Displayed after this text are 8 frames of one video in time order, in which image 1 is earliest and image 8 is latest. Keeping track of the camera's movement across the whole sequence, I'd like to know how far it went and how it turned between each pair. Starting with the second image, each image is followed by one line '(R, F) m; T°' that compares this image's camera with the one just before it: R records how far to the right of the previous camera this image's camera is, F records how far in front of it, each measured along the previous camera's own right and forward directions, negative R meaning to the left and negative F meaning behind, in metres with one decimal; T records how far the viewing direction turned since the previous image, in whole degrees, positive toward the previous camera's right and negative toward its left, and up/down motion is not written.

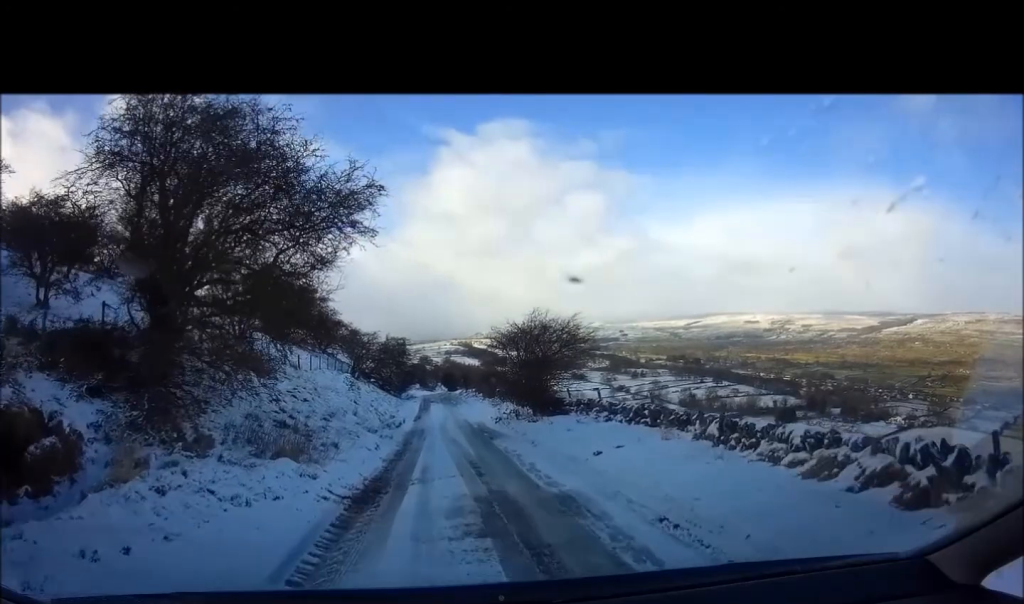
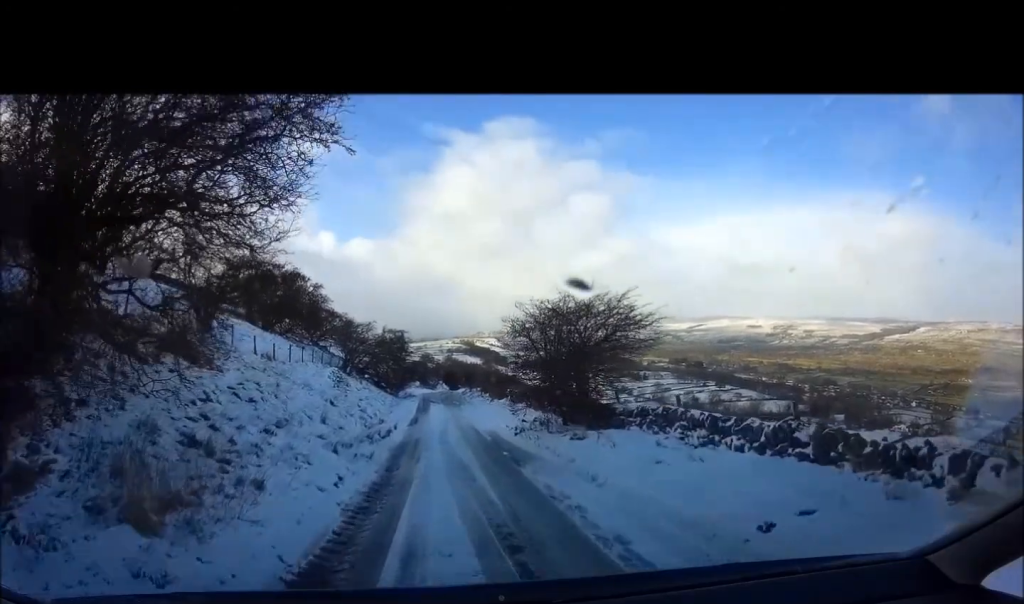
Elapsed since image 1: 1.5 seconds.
(0.0, +4.9) m; +1°
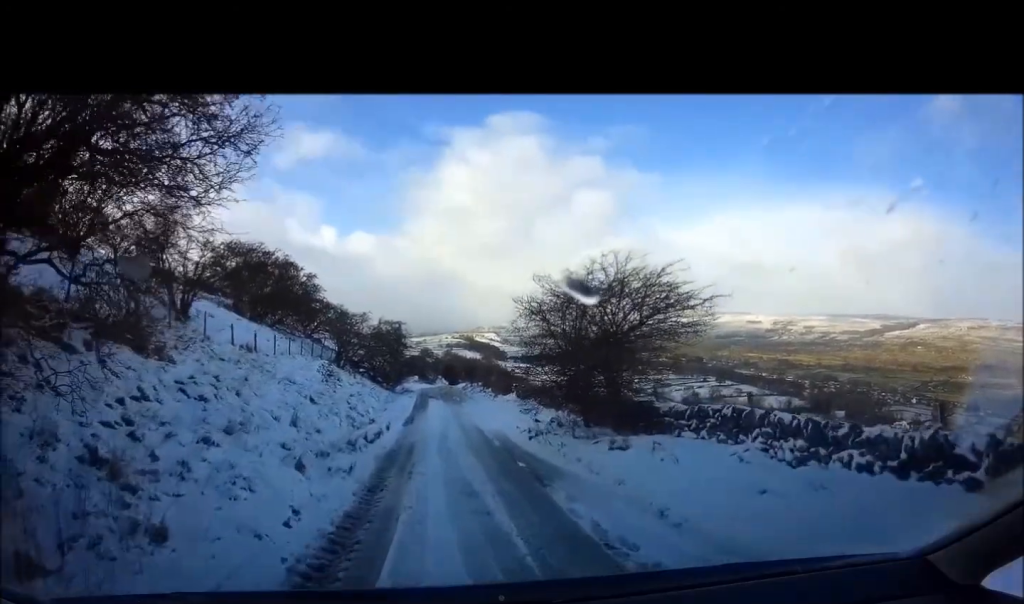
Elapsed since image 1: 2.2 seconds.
(0.0, +2.5) m; +1°
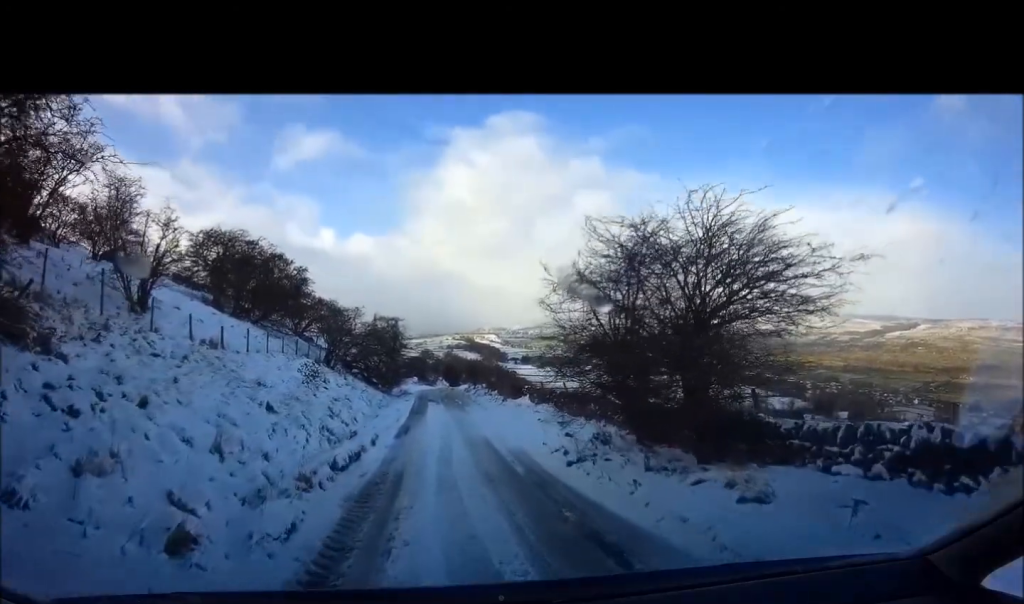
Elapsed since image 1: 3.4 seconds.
(0.0, +3.6) m; 0°
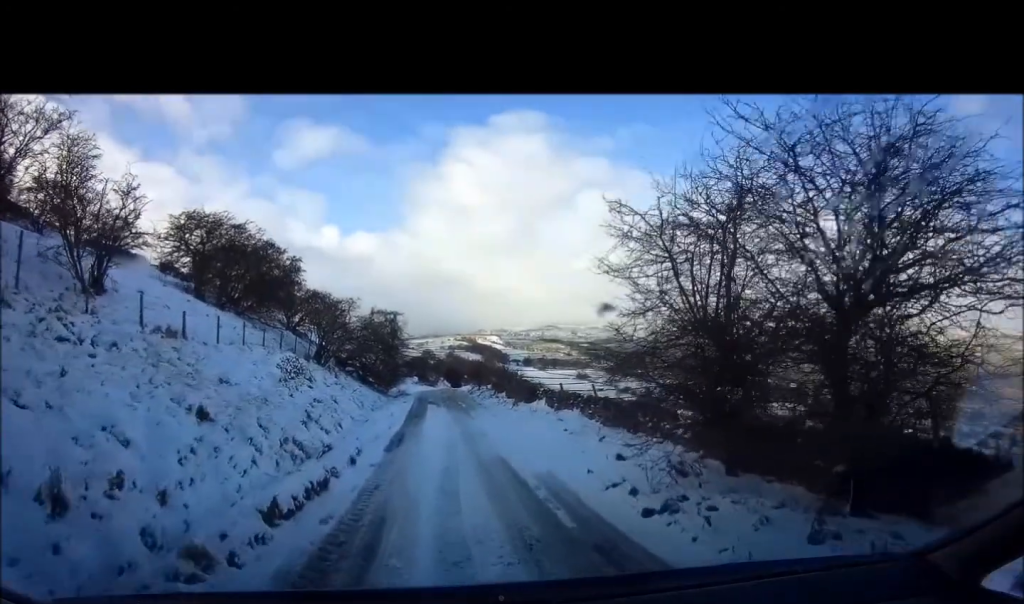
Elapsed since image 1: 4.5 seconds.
(0.0, +3.1) m; 0°
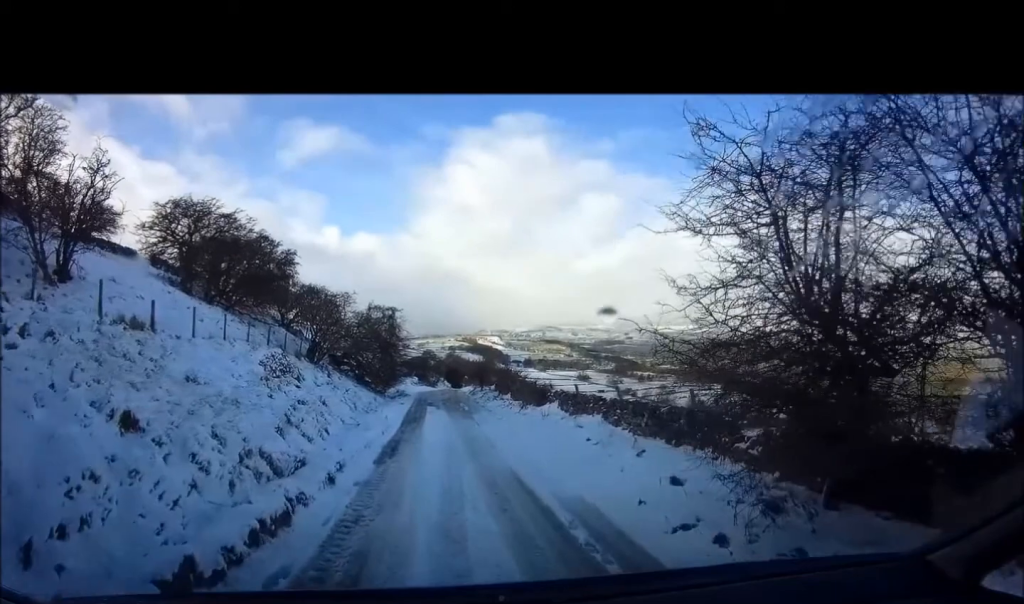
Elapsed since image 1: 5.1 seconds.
(0.0, +1.9) m; +1°
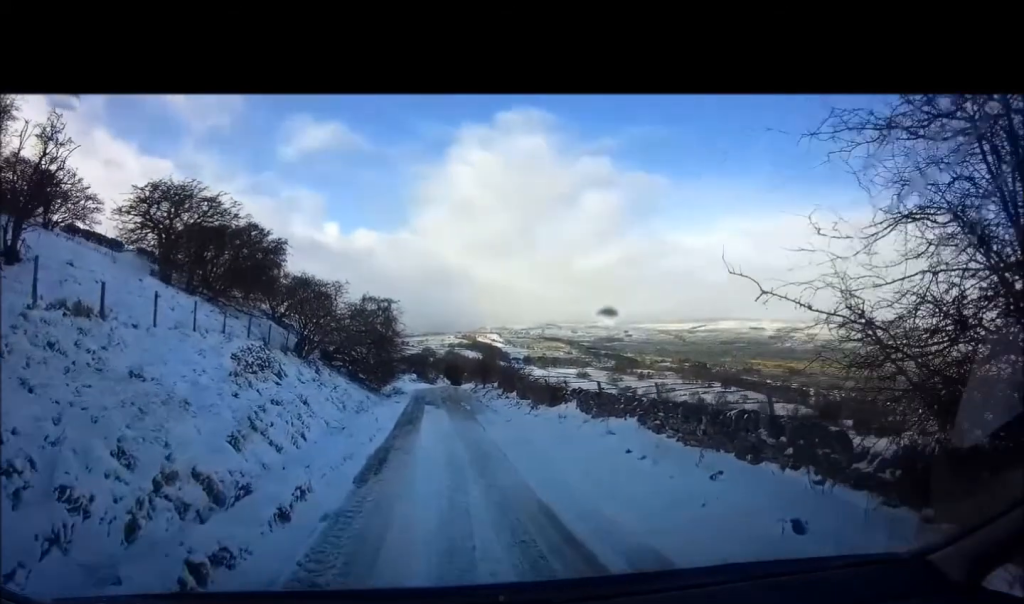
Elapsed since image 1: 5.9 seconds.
(0.0, +2.3) m; 0°
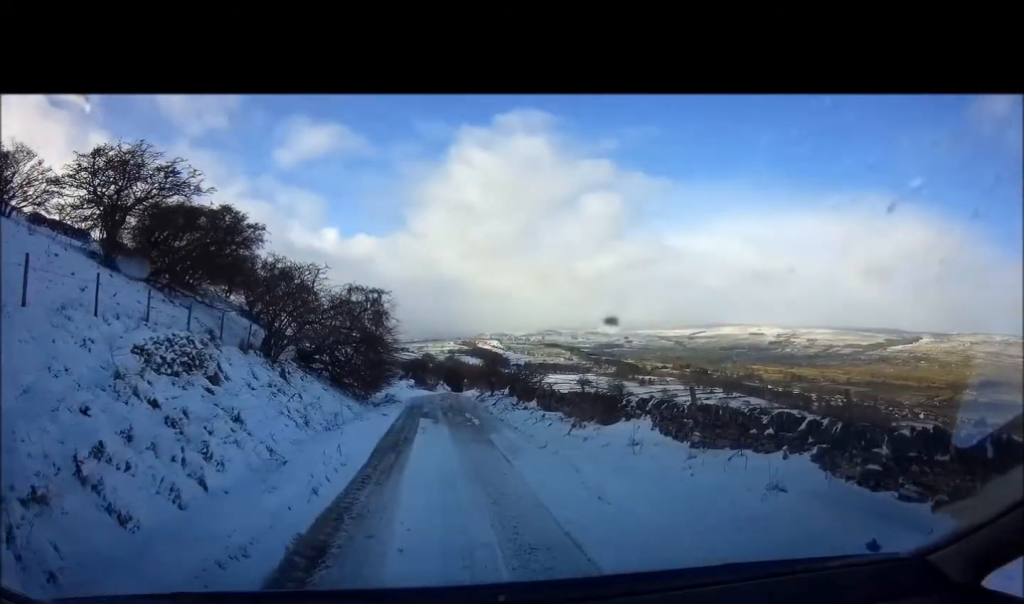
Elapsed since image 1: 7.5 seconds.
(-0.1, +5.1) m; -2°
